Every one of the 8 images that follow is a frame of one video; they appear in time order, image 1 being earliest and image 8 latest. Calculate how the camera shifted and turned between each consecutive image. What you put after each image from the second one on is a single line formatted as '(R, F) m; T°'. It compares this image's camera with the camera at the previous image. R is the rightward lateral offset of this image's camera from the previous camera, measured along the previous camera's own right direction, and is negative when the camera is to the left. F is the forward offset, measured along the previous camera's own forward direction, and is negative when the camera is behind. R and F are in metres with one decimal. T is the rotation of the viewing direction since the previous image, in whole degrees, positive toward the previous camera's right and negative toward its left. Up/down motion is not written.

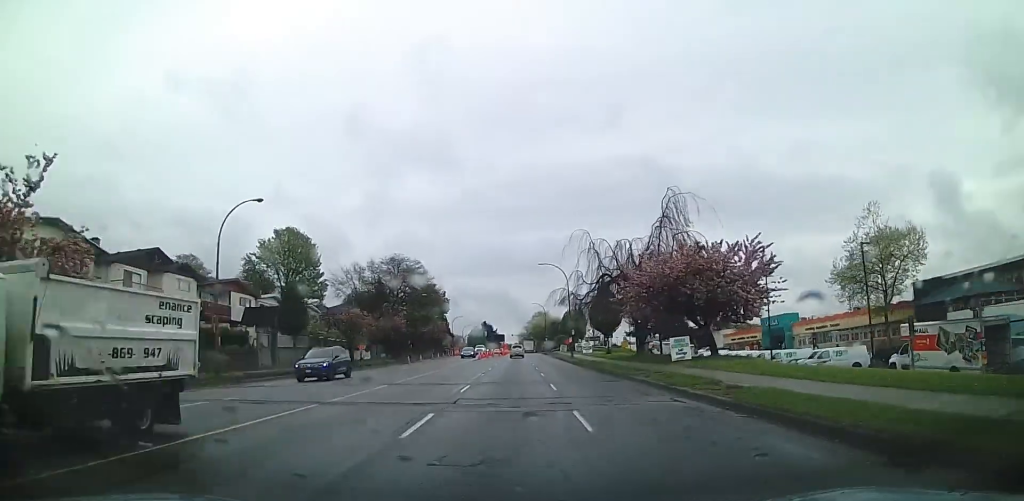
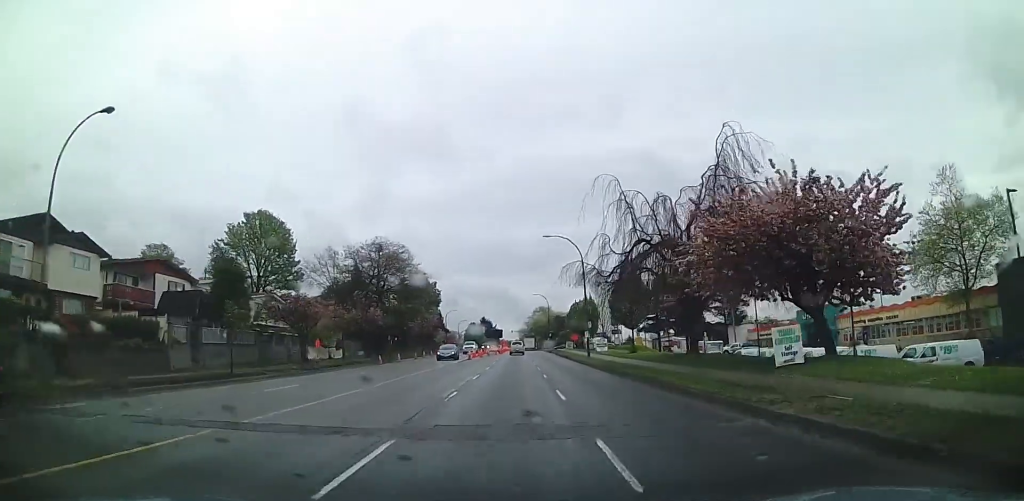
(+0.1, +13.2) m; 0°
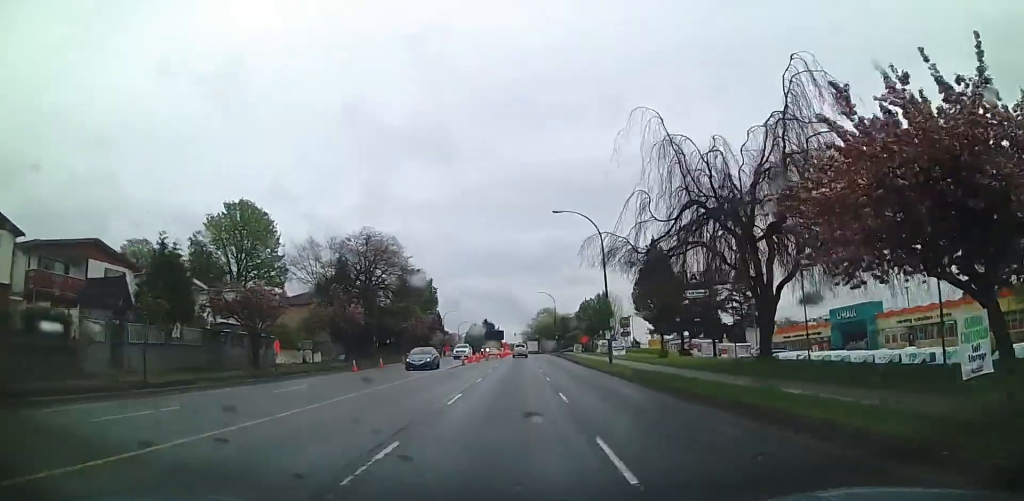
(+0.2, +8.7) m; 0°
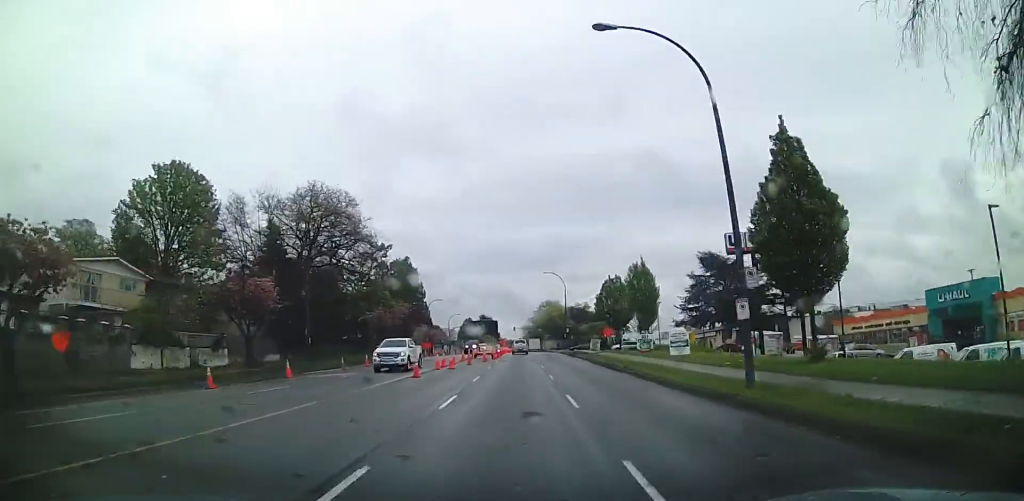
(-0.2, +21.2) m; +1°
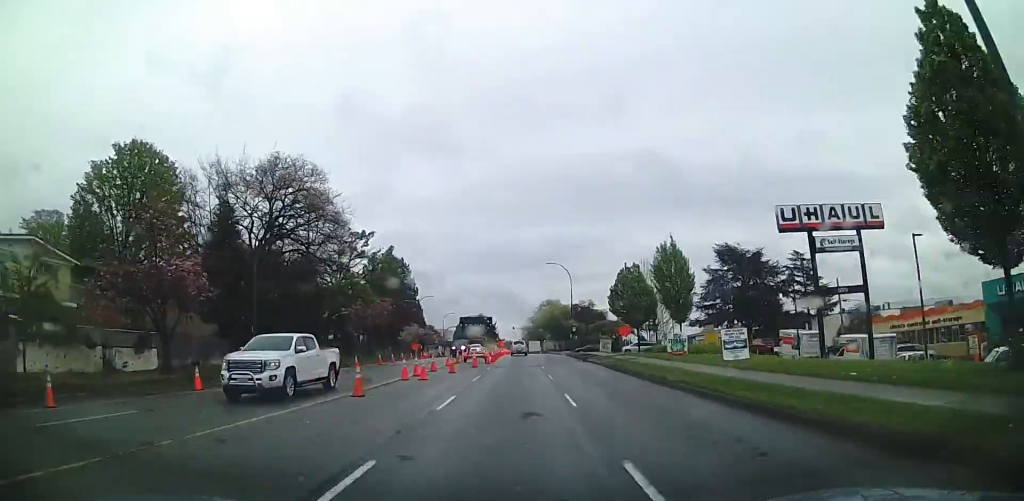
(+0.3, +10.2) m; +1°
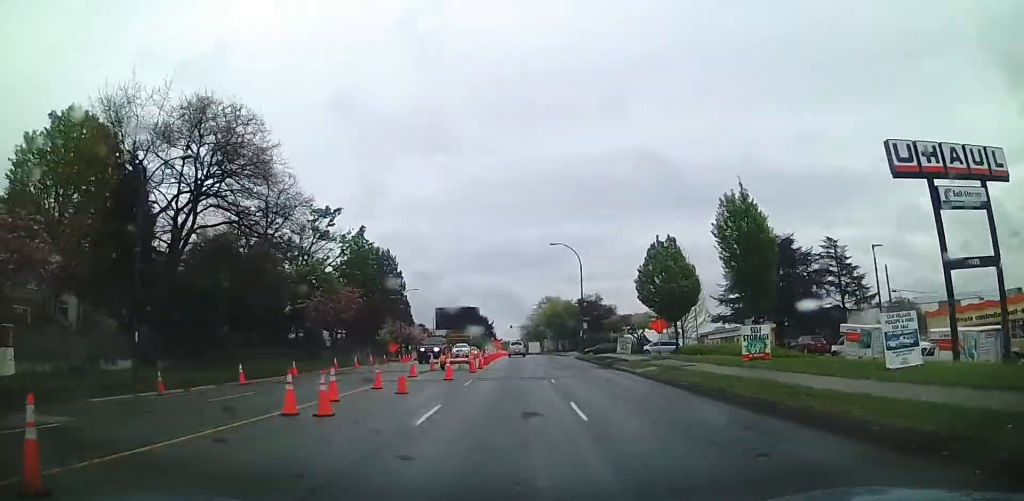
(-0.1, +13.5) m; 0°
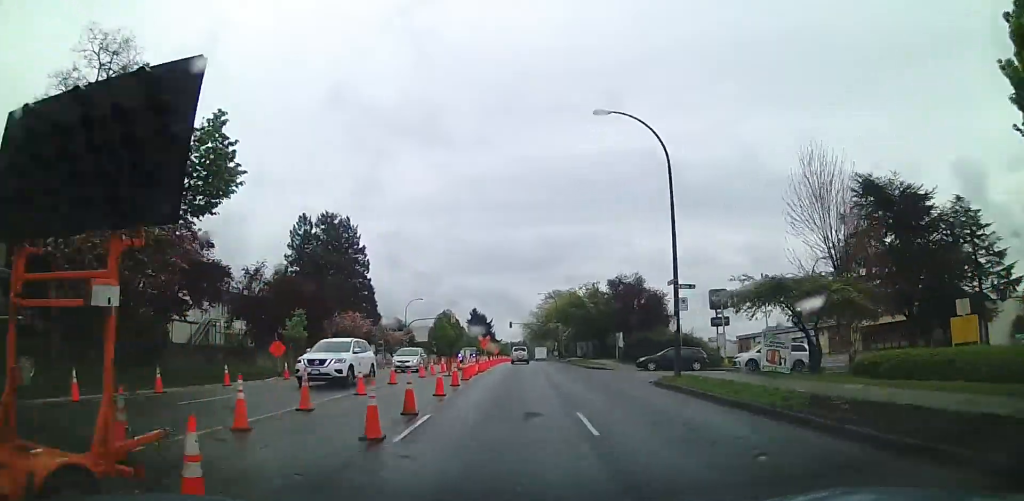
(-0.1, +33.9) m; +1°
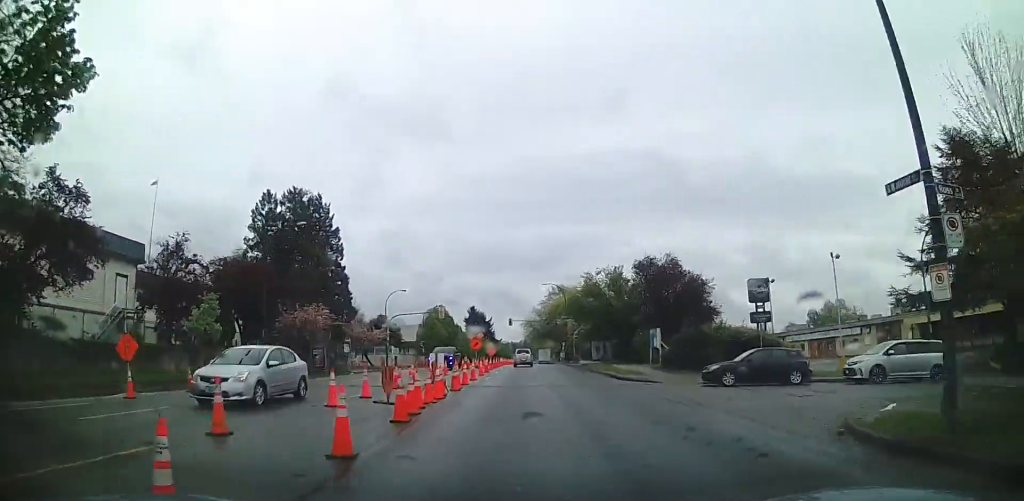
(+0.1, +14.8) m; 0°
